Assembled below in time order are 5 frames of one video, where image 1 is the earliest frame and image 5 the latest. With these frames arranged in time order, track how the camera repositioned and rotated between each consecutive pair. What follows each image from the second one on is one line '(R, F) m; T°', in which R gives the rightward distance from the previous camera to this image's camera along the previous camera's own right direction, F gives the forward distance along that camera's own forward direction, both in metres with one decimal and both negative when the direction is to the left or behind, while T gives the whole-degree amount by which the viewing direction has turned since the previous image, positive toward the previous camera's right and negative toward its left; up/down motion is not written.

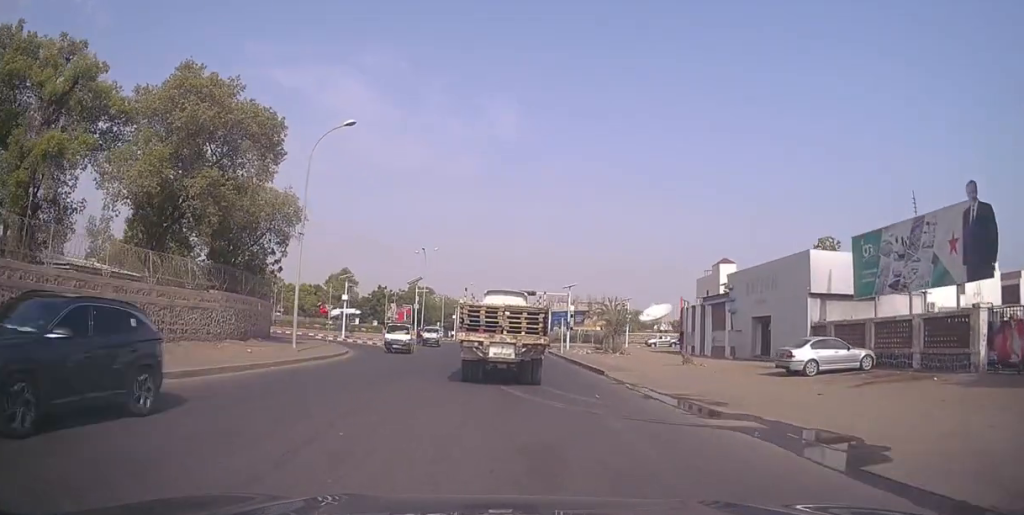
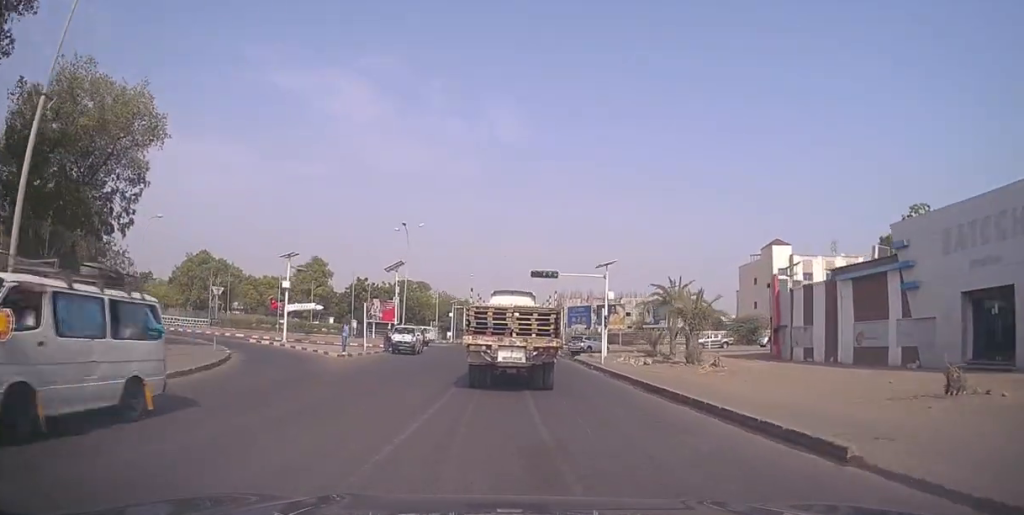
(+0.8, +18.2) m; 0°
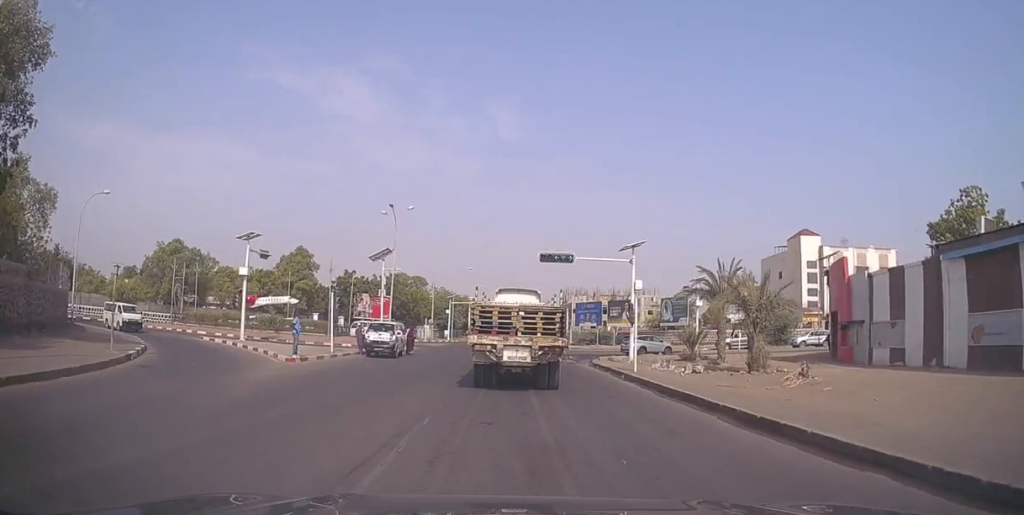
(-0.4, +7.7) m; +1°
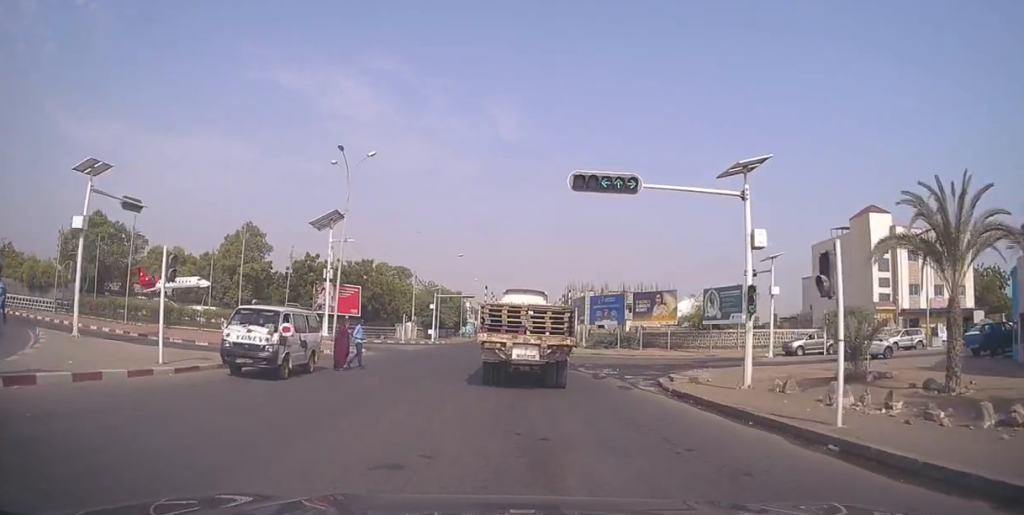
(+1.0, +15.7) m; +4°
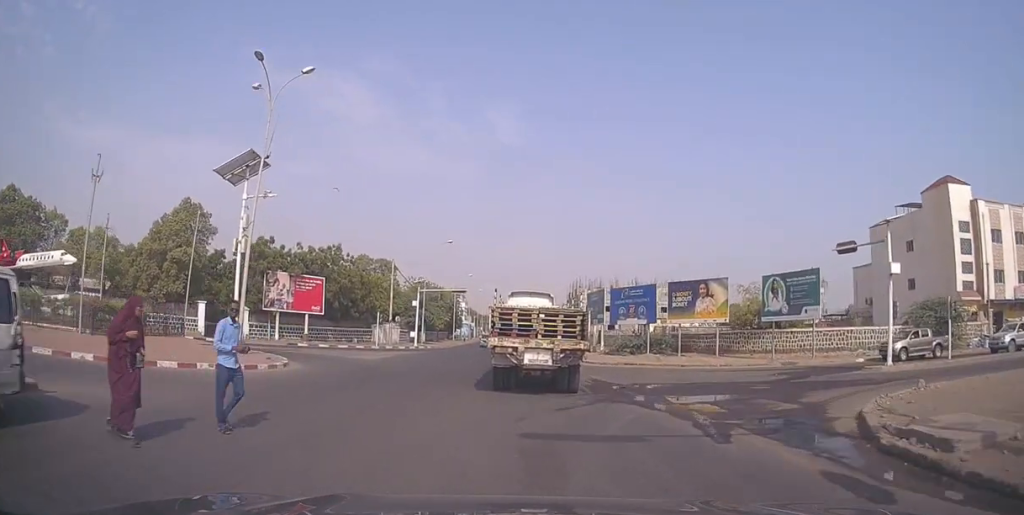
(-0.4, +12.8) m; -2°
